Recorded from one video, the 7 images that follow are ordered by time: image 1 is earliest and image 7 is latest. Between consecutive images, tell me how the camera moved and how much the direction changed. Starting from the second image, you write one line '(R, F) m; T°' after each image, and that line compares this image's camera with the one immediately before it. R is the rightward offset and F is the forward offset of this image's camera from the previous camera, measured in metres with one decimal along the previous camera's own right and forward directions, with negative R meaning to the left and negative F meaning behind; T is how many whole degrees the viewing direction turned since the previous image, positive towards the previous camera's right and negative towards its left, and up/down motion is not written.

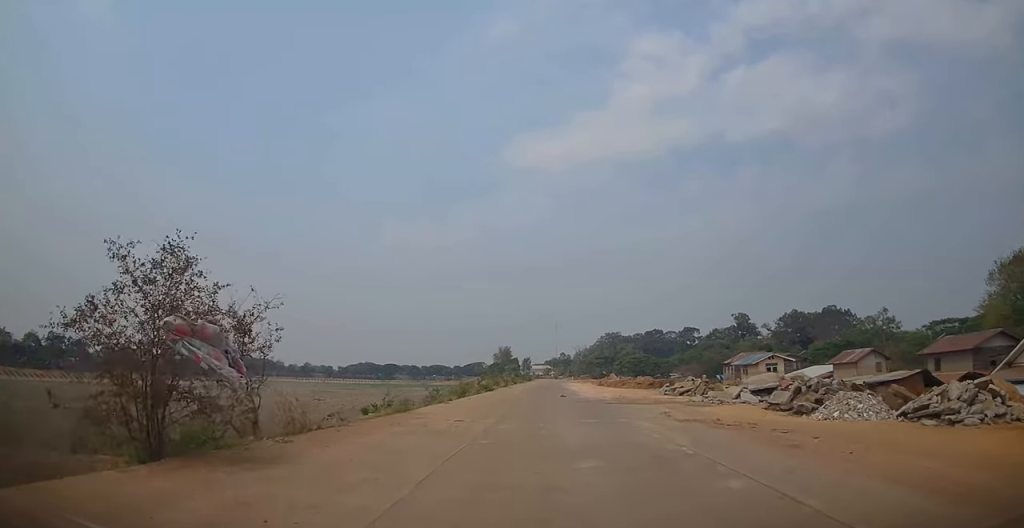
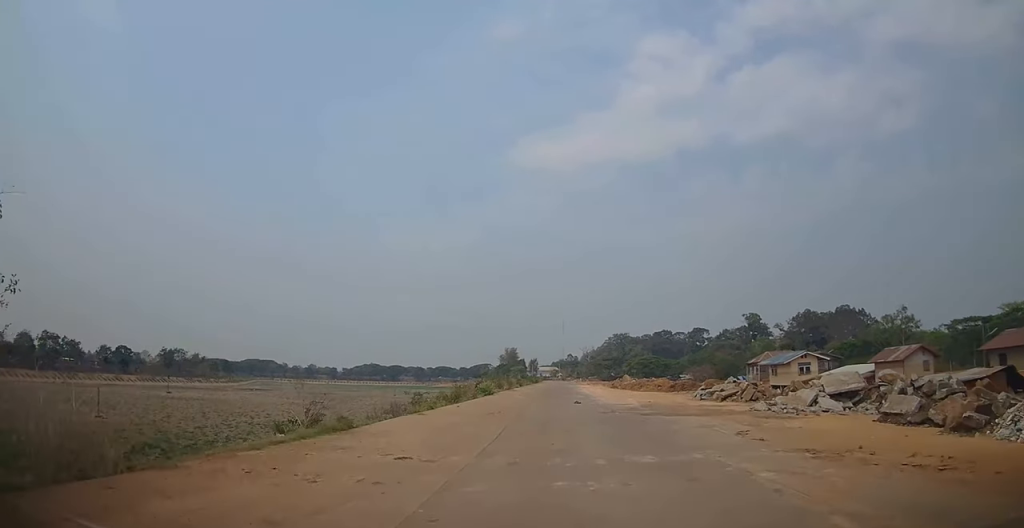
(-0.2, +7.4) m; -2°
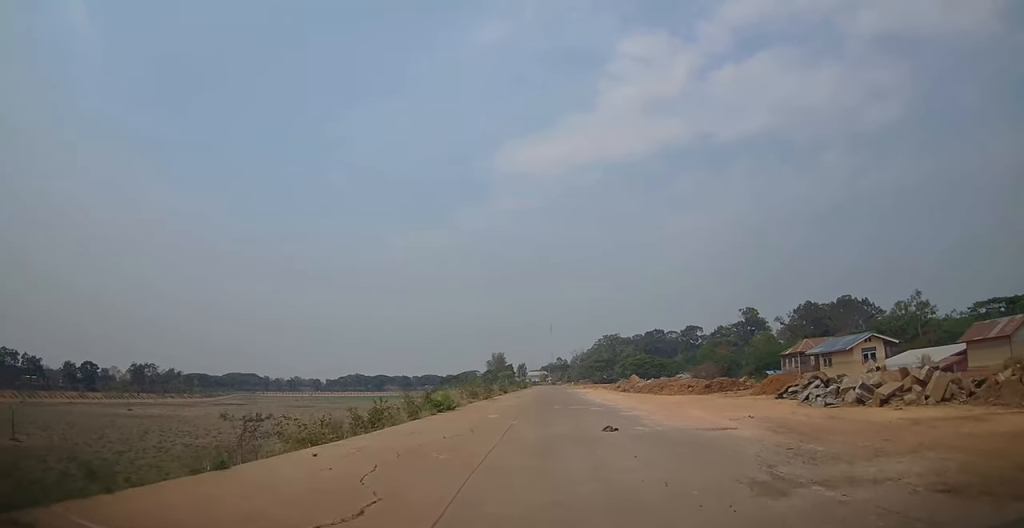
(-0.1, +15.8) m; 0°
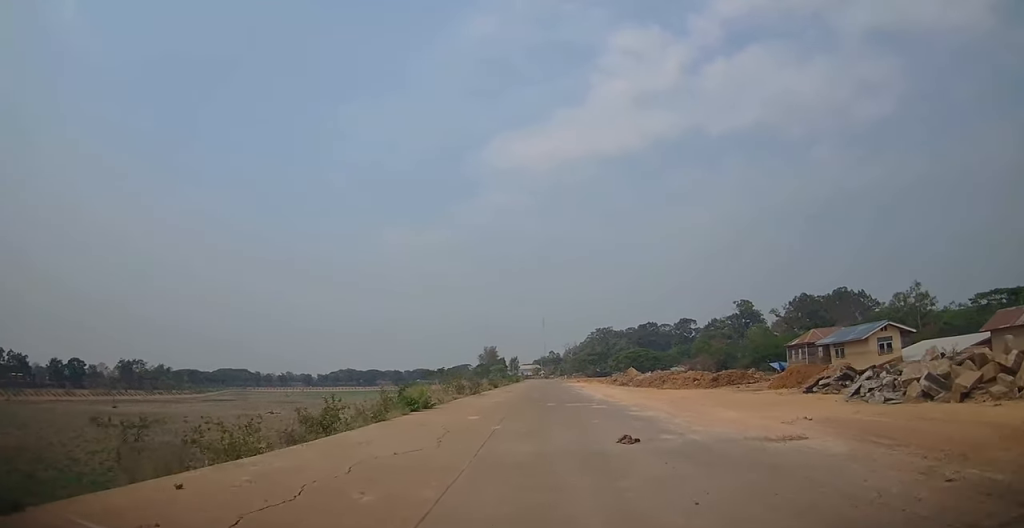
(0.0, +3.8) m; +2°
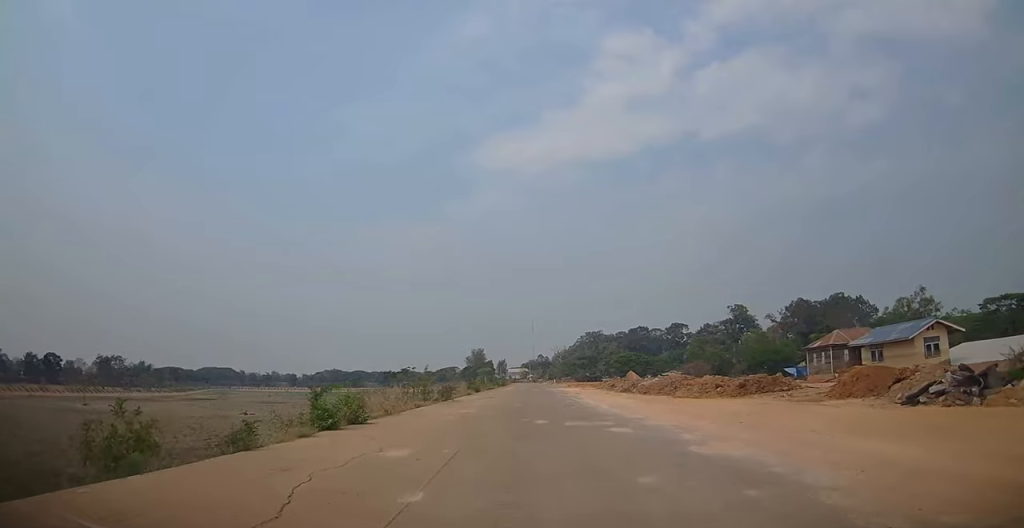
(+0.2, +8.0) m; +2°
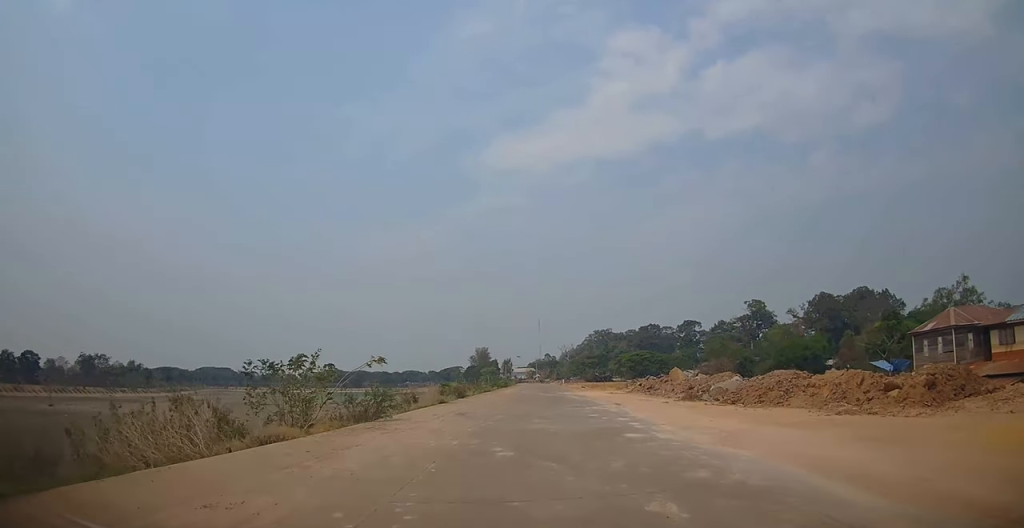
(0.0, +16.8) m; -2°
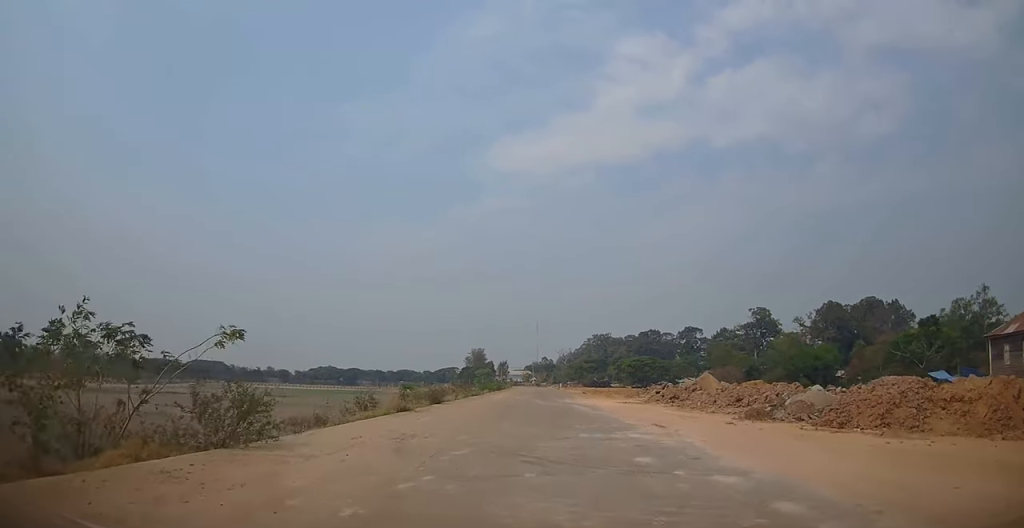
(-0.1, +8.5) m; -1°
